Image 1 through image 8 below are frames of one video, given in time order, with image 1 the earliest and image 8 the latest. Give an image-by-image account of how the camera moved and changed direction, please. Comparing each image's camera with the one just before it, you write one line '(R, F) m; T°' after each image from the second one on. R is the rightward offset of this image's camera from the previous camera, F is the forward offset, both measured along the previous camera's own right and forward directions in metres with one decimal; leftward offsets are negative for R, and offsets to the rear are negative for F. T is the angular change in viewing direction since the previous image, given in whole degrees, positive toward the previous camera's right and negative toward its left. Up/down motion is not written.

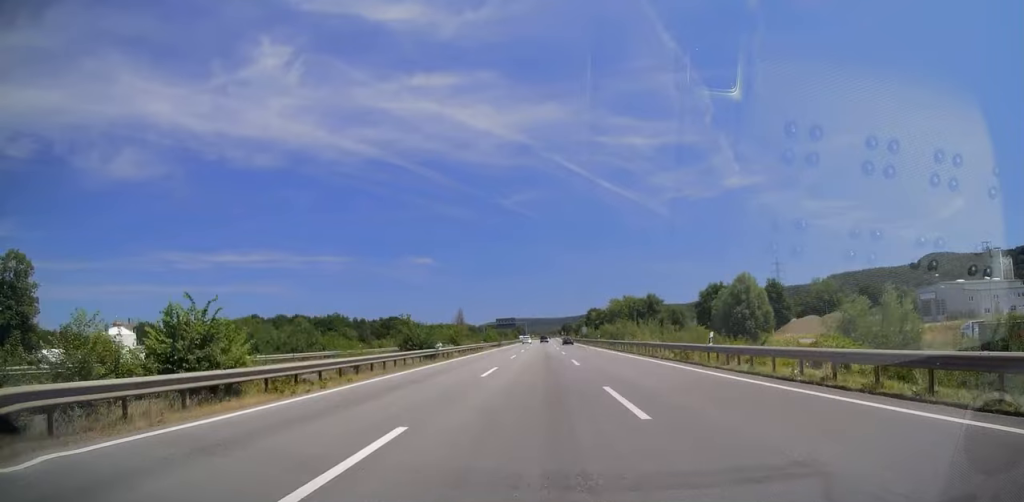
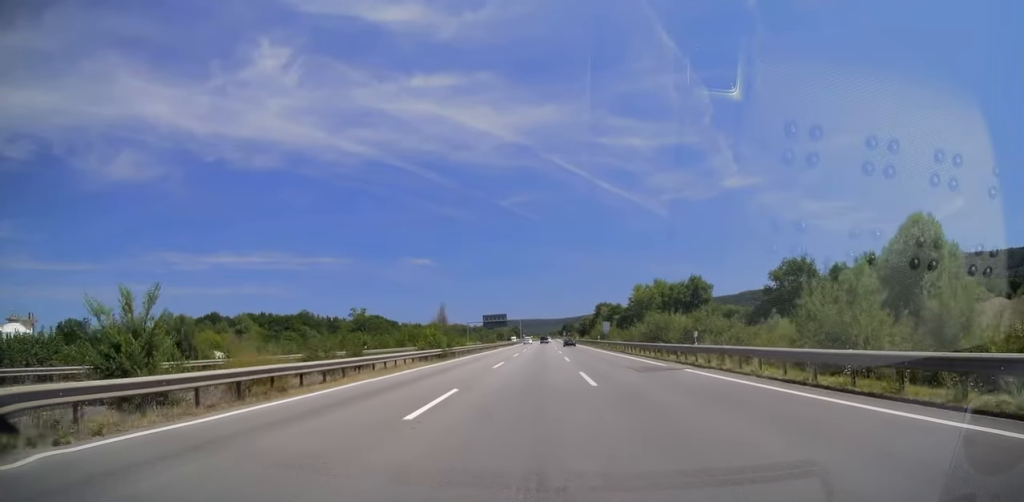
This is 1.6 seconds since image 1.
(+0.5, +47.5) m; +1°
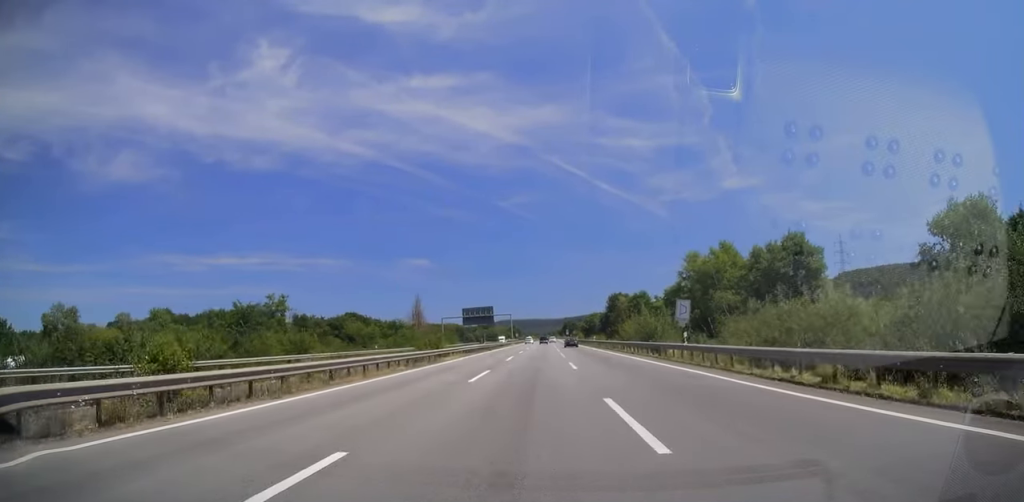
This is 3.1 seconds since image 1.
(-0.4, +45.5) m; -1°
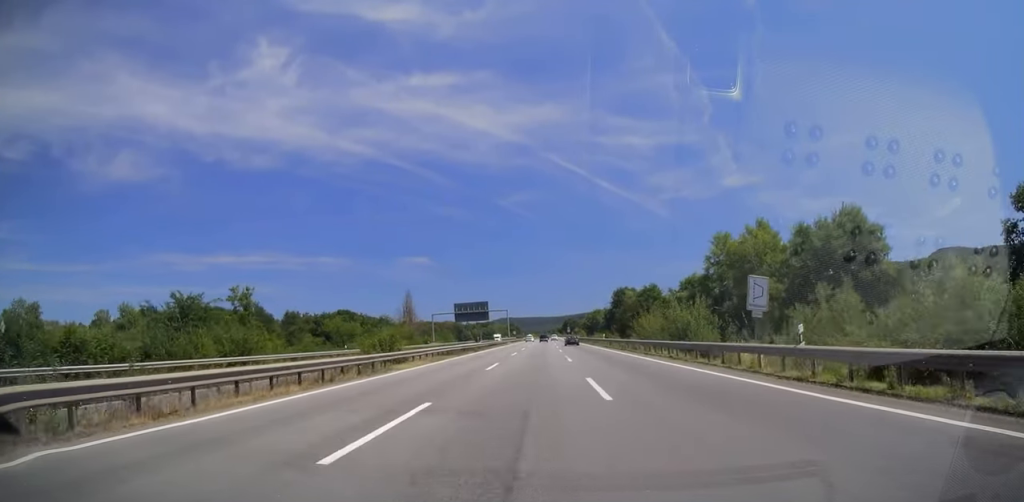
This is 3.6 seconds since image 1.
(0.0, +12.9) m; 0°
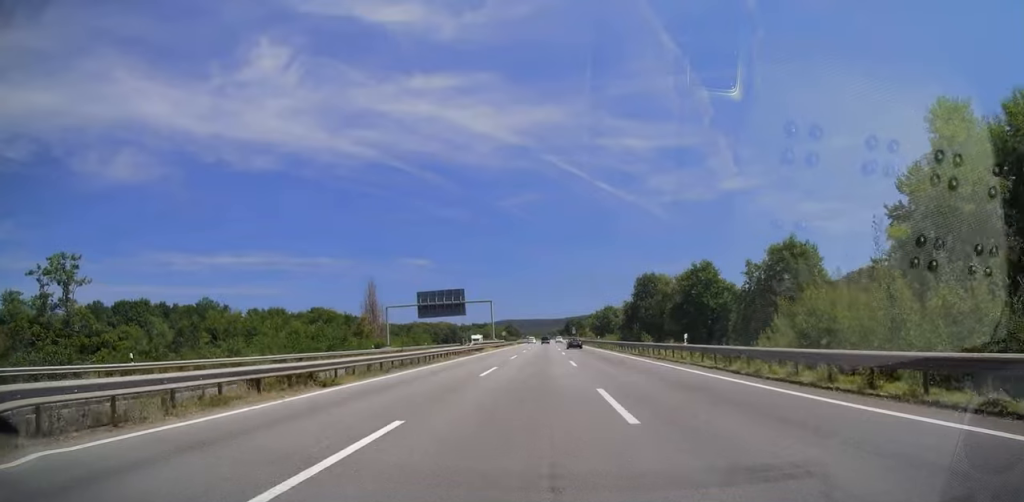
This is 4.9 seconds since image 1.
(+0.5, +39.1) m; 0°
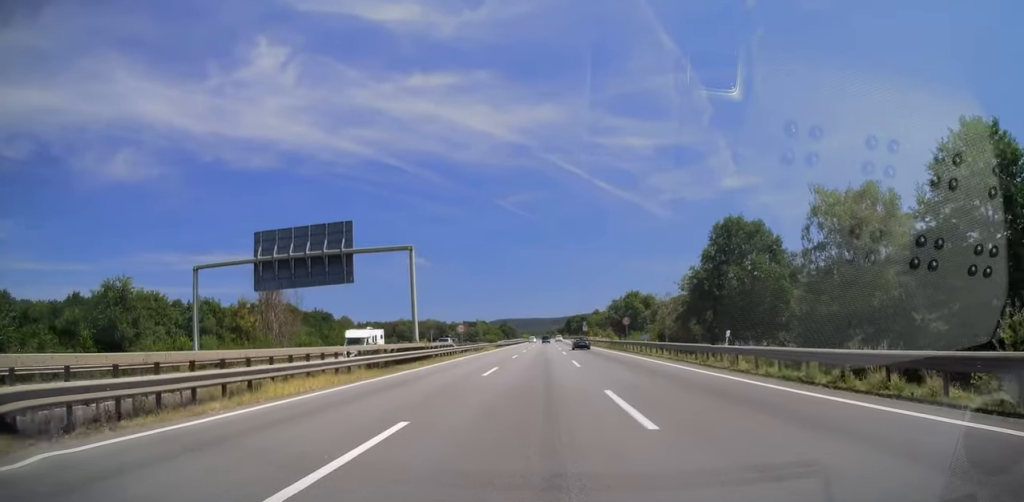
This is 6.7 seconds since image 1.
(0.0, +54.9) m; 0°
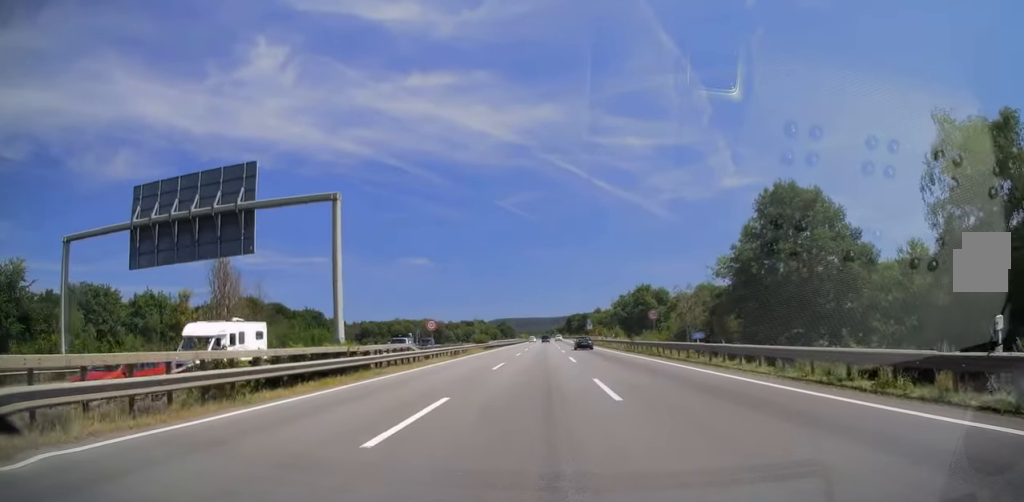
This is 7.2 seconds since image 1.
(-0.1, +14.3) m; 0°
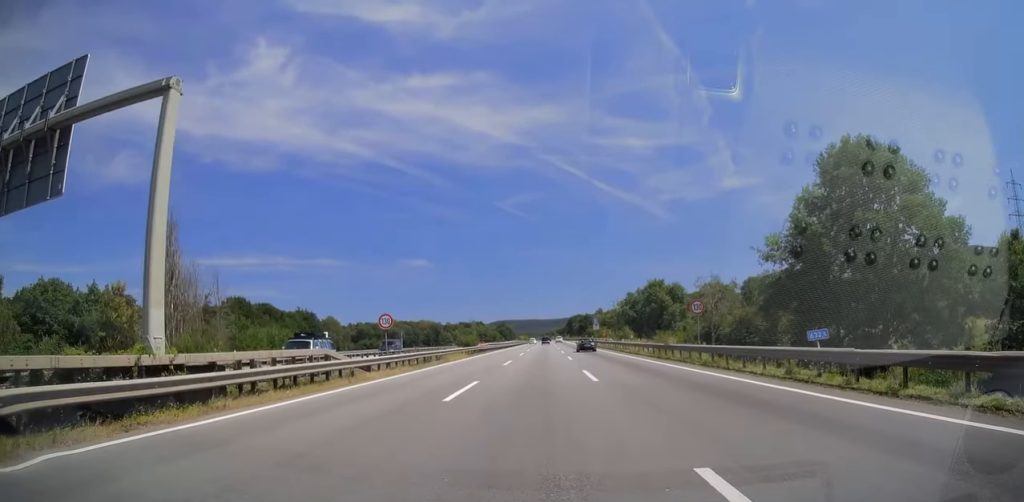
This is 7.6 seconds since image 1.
(-0.1, +12.4) m; 0°
